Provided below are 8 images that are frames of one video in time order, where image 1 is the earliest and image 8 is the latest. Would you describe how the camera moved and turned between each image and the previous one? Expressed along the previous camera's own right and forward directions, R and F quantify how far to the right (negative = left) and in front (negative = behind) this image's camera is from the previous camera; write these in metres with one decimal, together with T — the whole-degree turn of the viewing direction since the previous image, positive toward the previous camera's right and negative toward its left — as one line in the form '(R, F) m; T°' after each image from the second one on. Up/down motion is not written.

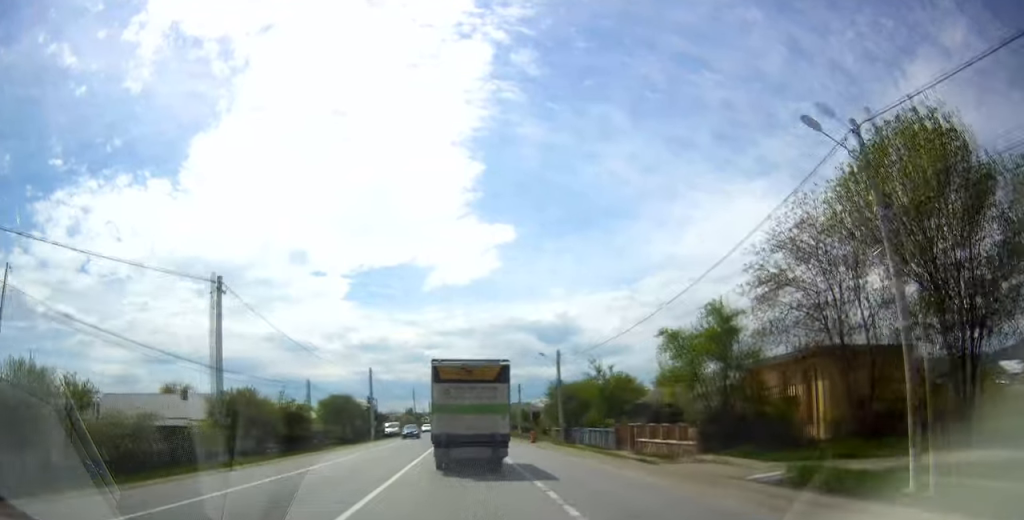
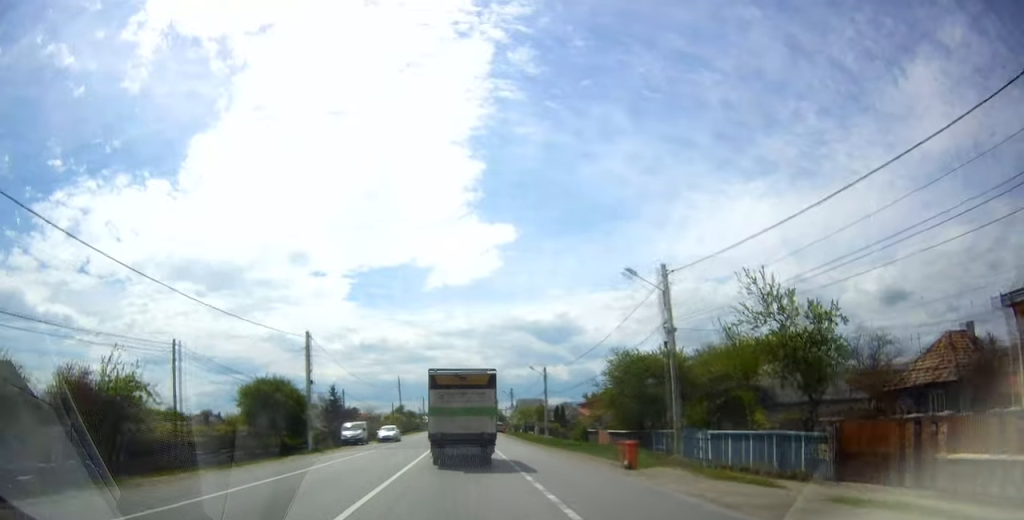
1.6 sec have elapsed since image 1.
(-0.2, +28.6) m; 0°
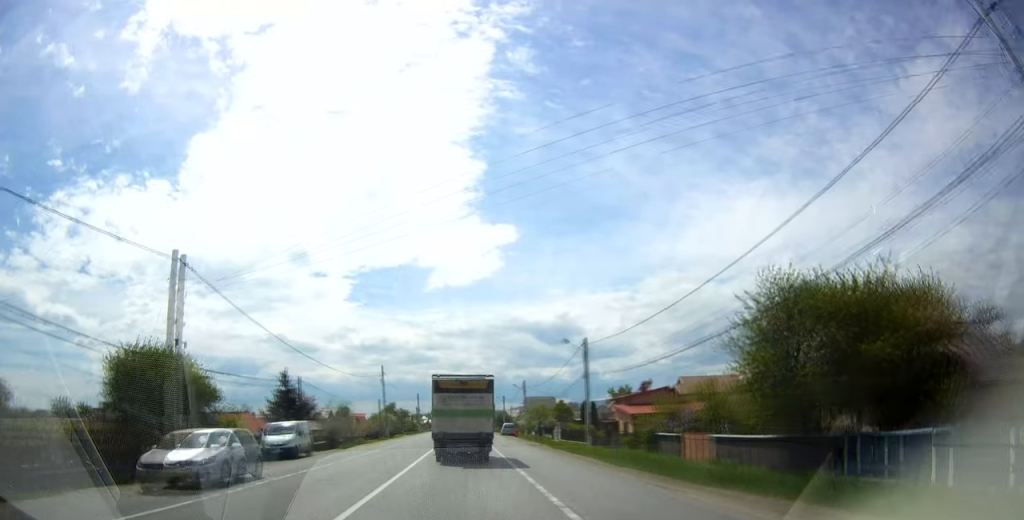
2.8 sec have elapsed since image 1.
(+0.2, +19.7) m; +1°
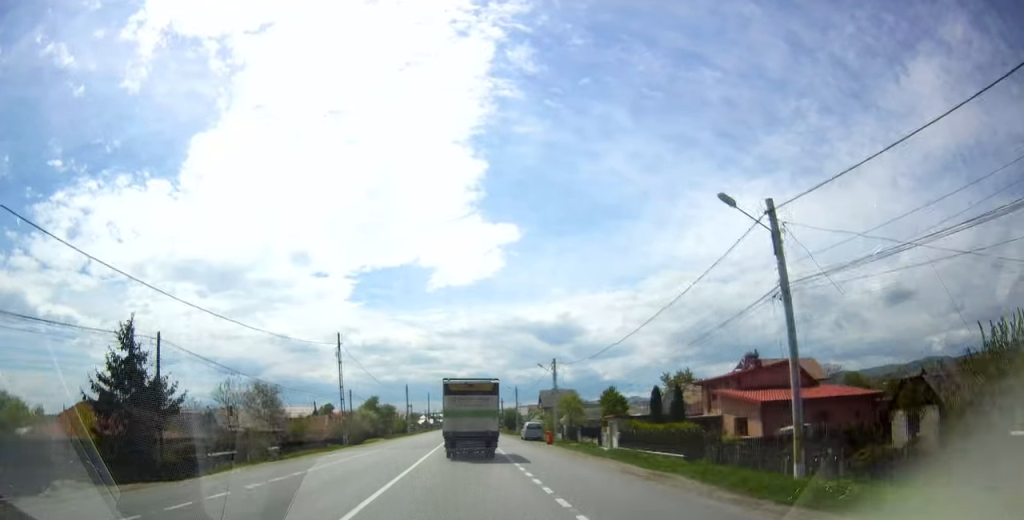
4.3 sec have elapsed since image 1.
(+0.2, +25.8) m; -1°
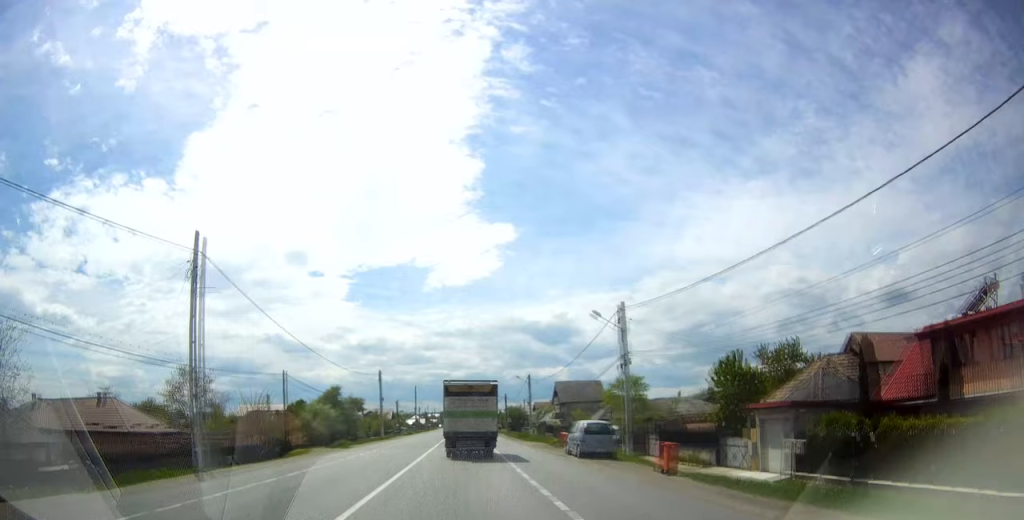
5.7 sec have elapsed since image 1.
(-0.3, +25.6) m; 0°
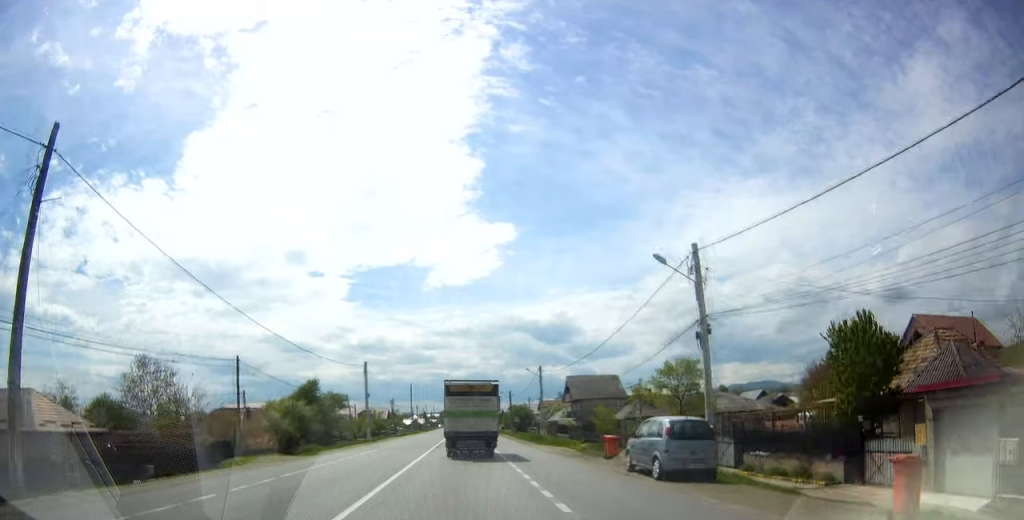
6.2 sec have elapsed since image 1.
(+0.2, +10.4) m; +1°
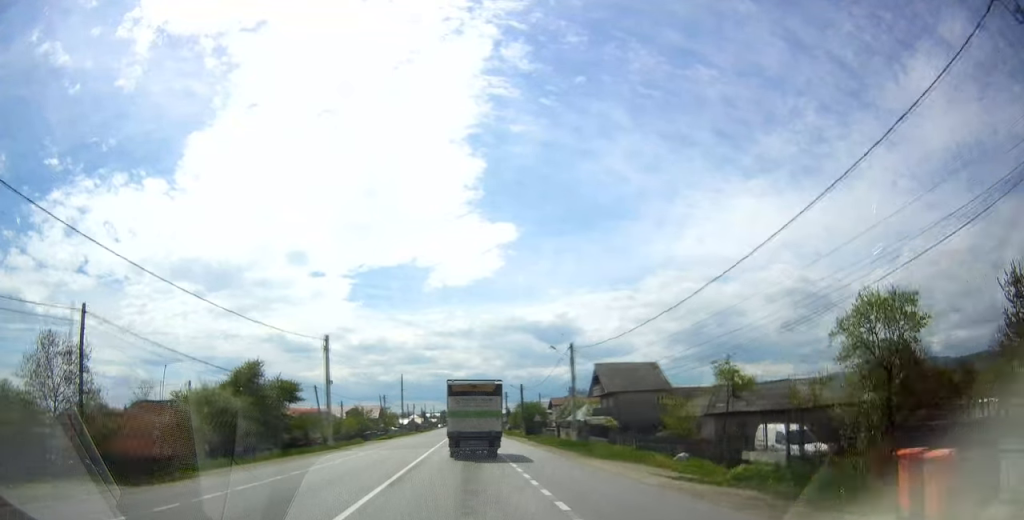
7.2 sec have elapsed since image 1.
(0.0, +17.4) m; 0°
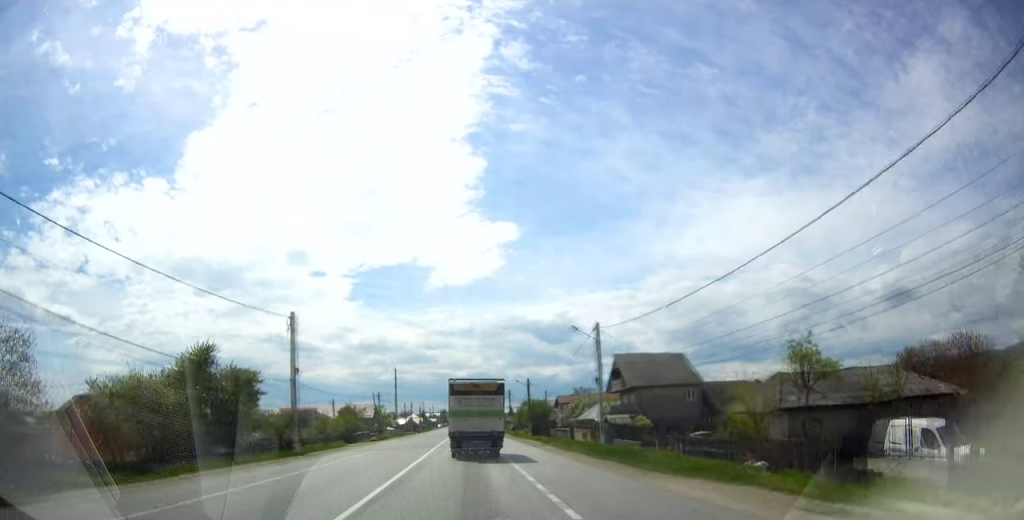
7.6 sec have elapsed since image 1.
(0.0, +8.4) m; 0°
